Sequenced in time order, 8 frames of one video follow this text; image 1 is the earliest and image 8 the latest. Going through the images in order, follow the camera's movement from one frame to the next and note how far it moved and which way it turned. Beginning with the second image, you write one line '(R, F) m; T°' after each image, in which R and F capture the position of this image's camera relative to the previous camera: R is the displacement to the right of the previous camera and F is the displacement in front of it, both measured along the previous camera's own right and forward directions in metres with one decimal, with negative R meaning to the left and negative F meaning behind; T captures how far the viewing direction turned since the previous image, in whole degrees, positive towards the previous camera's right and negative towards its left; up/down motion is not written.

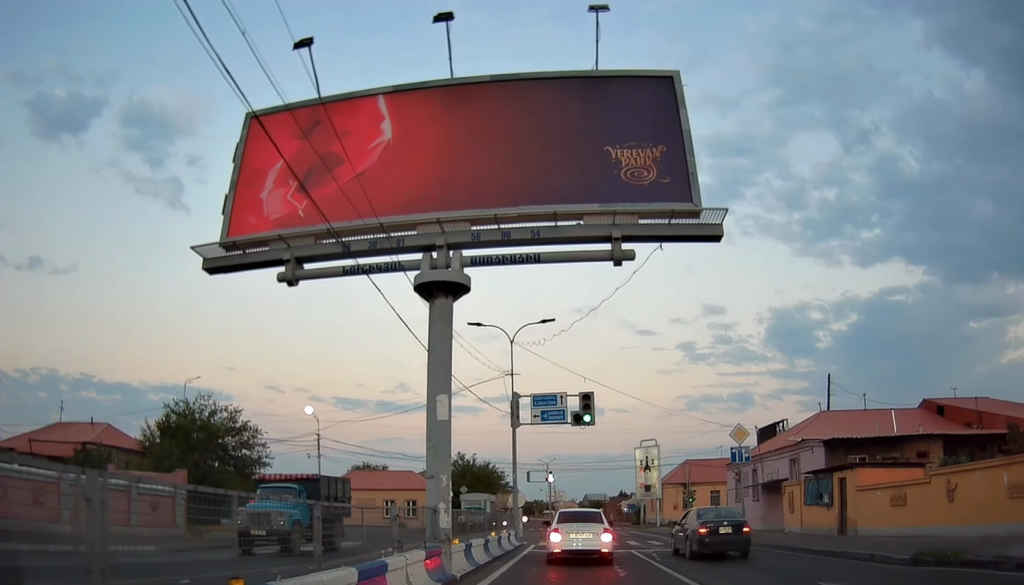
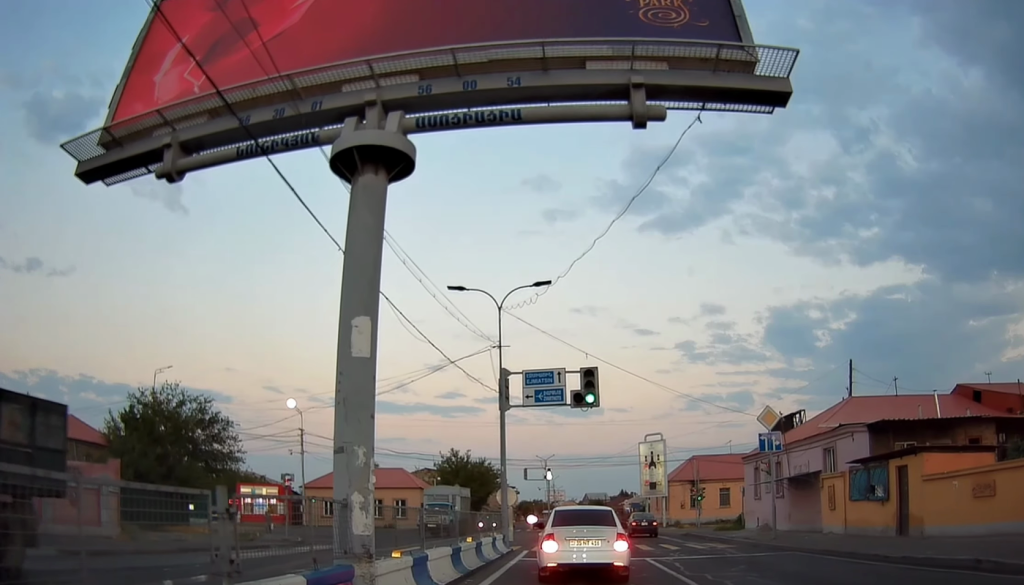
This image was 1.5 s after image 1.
(0.0, +4.6) m; 0°
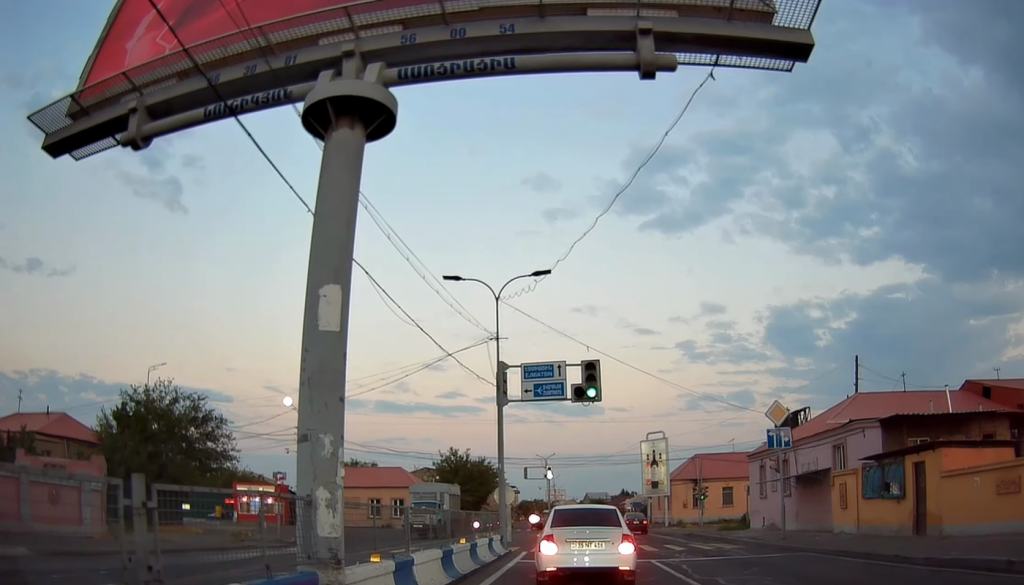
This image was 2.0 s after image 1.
(0.0, +1.0) m; 0°
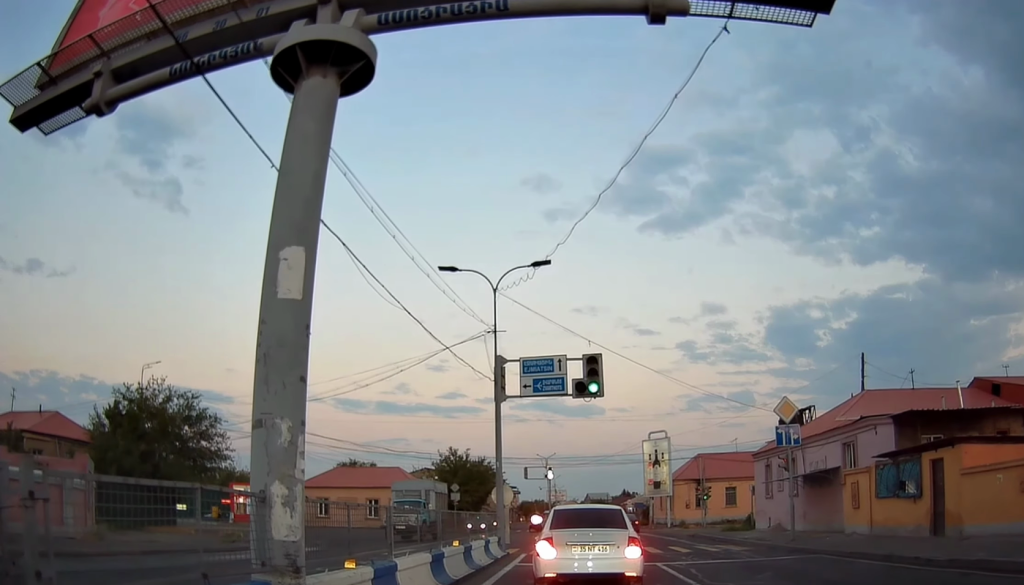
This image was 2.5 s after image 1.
(0.0, +1.0) m; 0°
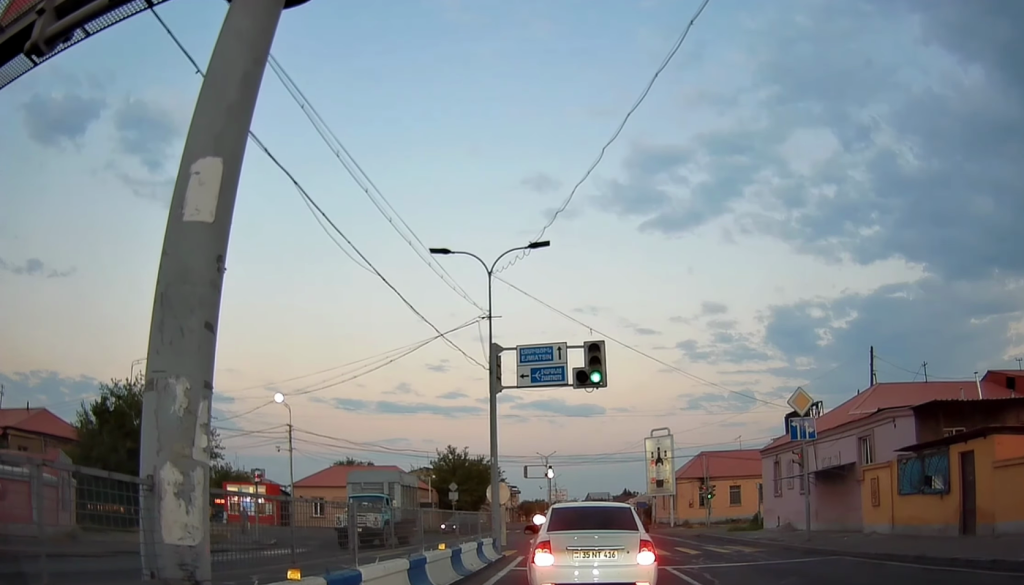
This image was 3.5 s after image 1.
(0.0, +1.5) m; 0°
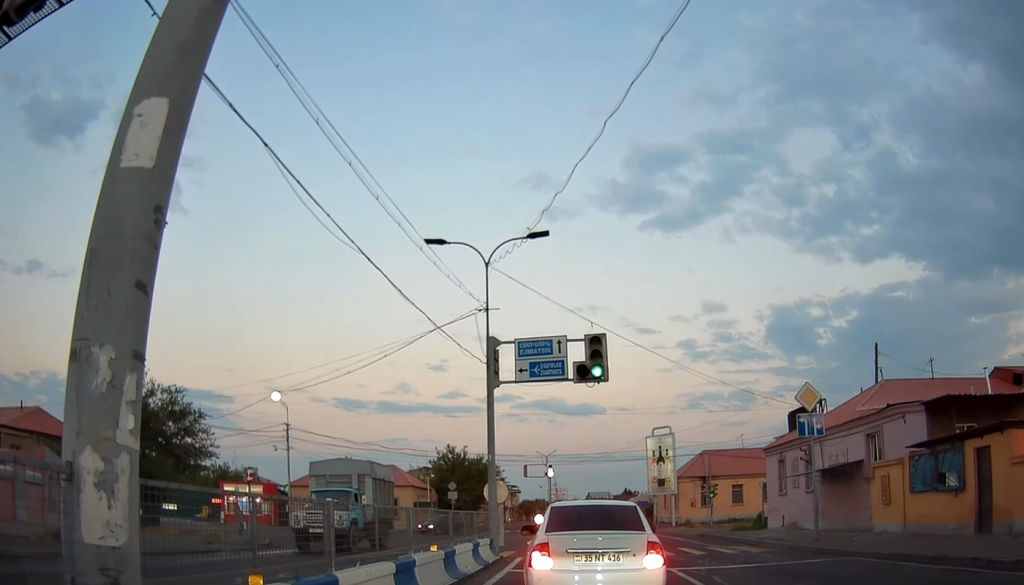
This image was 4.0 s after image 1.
(0.0, +0.7) m; 0°
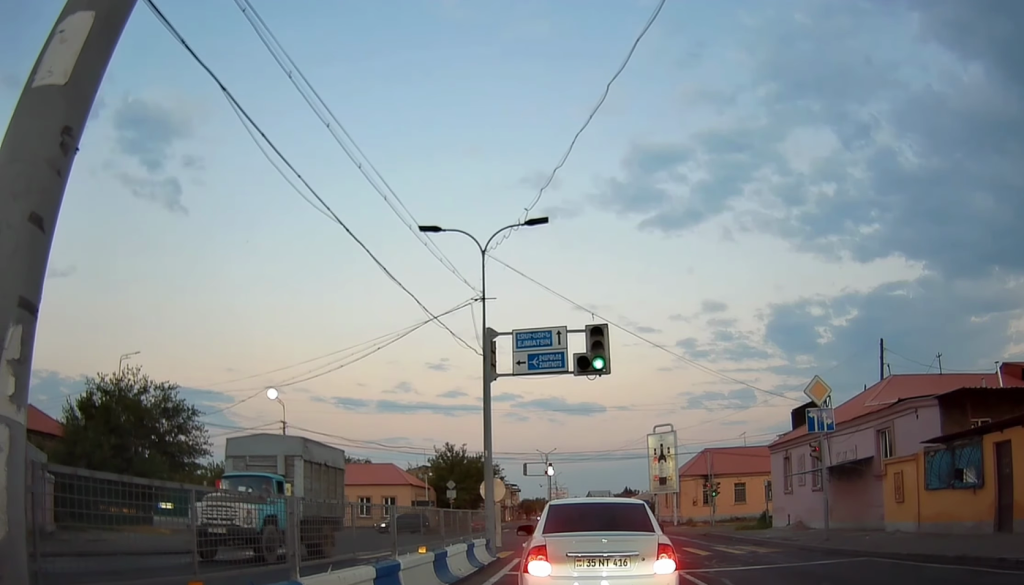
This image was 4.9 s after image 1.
(0.0, +0.8) m; 0°
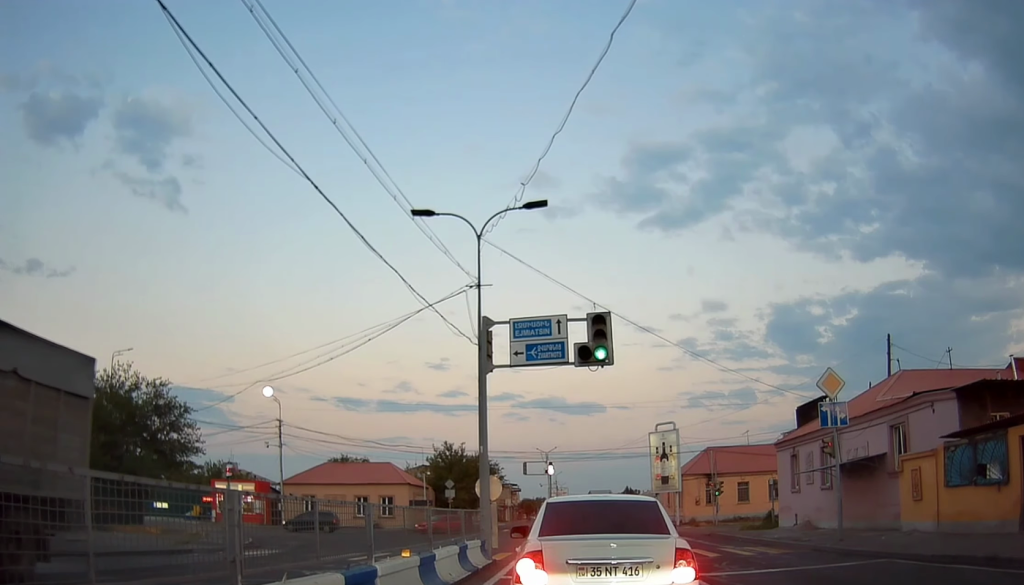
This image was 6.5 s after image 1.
(0.0, +0.4) m; 0°
